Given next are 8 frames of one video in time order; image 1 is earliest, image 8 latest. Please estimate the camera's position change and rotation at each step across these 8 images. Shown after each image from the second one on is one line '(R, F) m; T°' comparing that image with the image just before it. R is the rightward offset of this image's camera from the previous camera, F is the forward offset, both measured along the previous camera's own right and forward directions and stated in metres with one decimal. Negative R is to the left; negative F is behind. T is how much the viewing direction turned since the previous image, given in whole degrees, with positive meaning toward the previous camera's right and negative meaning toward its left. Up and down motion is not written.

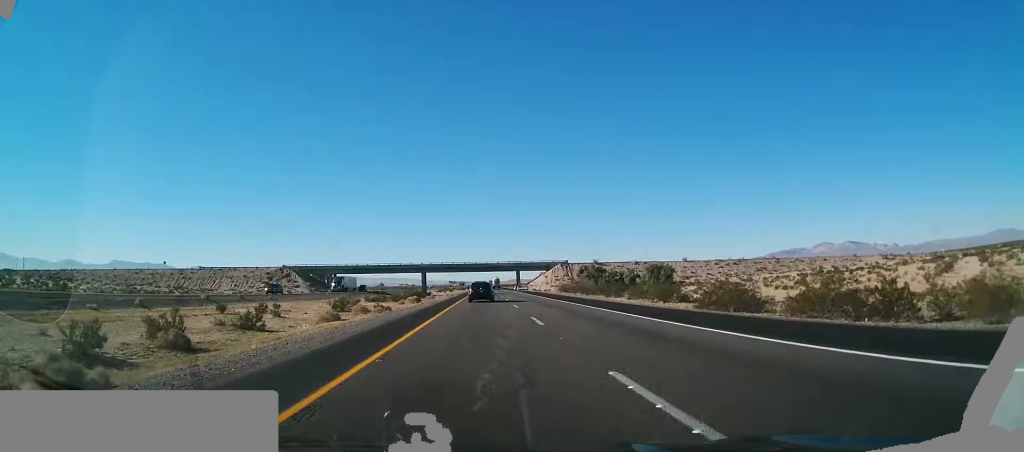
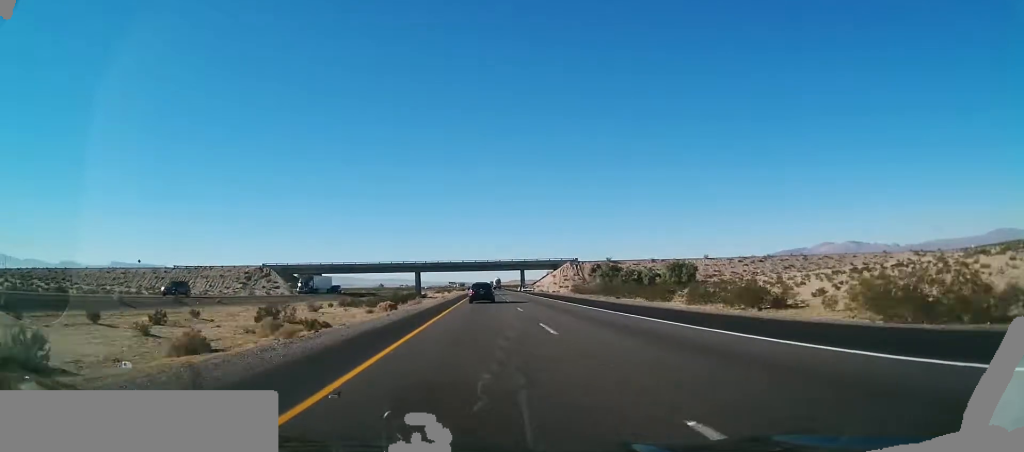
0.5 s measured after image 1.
(0.0, +17.8) m; 0°
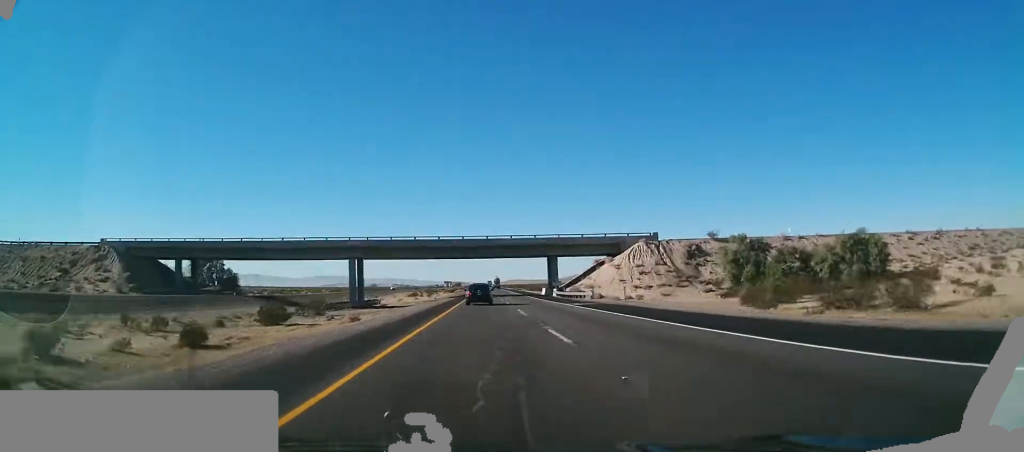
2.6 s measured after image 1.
(+0.3, +75.1) m; 0°
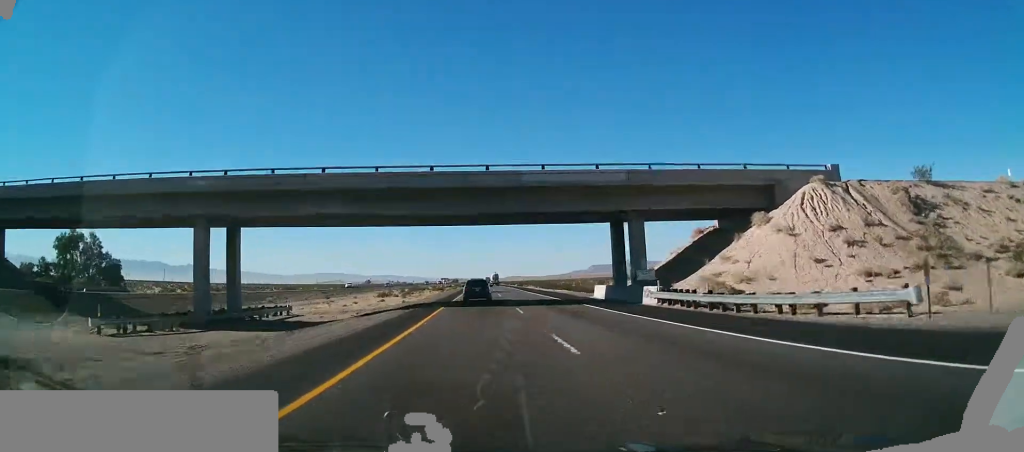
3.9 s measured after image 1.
(0.0, +45.6) m; 0°
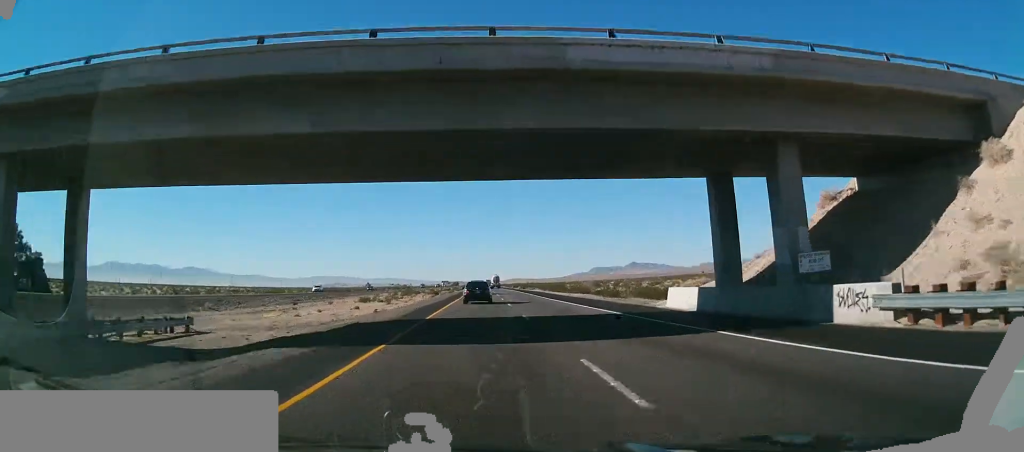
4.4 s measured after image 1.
(0.0, +19.3) m; 0°
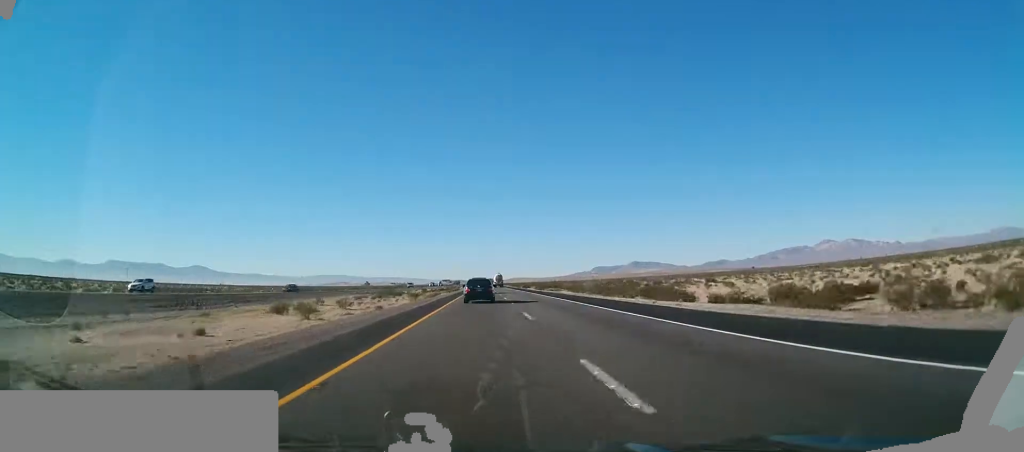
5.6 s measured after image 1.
(+0.1, +43.6) m; 0°
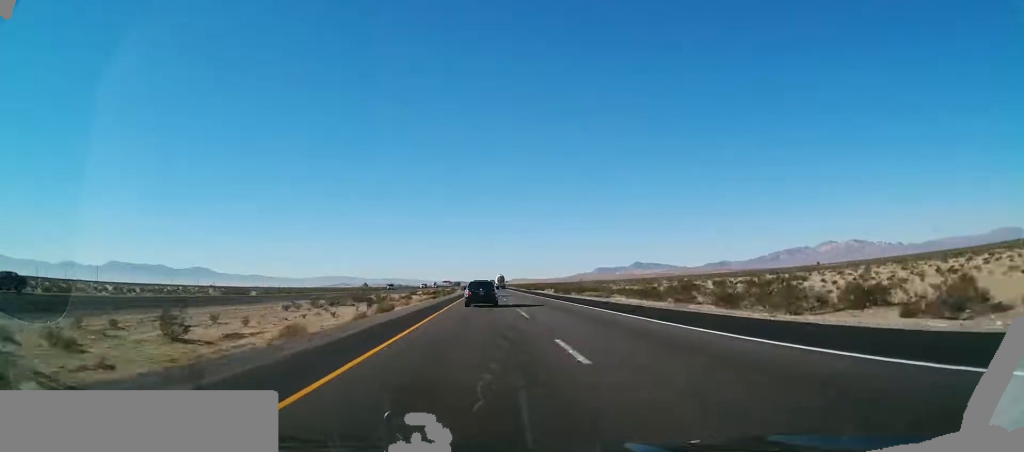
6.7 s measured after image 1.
(0.0, +39.9) m; 0°
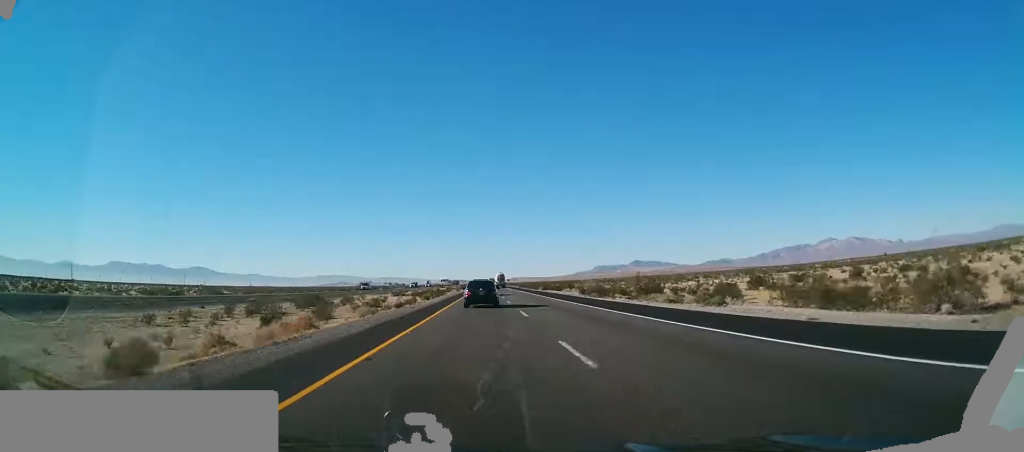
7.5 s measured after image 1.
(-0.2, +29.9) m; 0°
